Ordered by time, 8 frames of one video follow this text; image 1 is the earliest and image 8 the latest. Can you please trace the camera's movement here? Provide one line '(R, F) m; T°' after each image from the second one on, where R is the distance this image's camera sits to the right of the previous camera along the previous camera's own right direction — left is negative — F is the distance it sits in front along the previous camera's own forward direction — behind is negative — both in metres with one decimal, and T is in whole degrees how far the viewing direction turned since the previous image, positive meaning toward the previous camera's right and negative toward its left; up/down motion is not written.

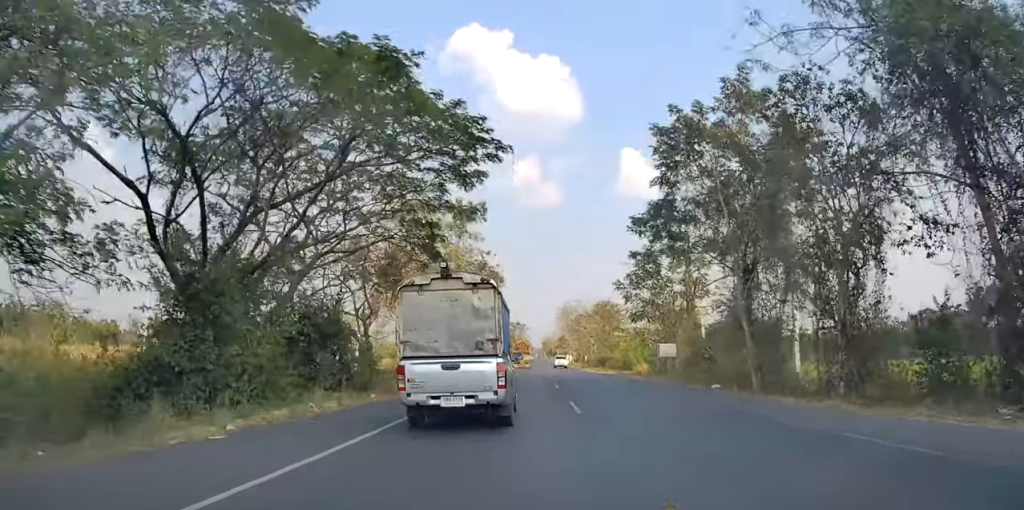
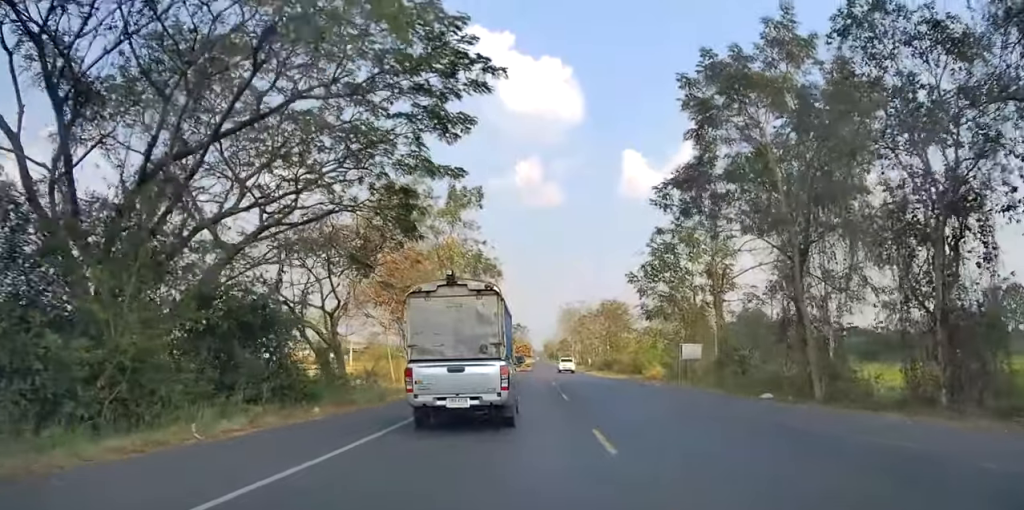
(0.0, +5.2) m; 0°
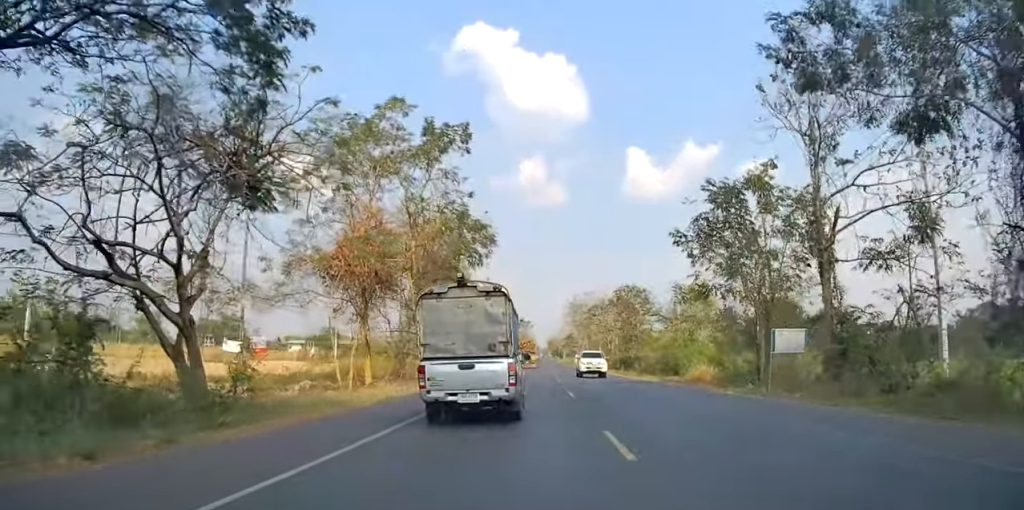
(0.0, +12.2) m; 0°
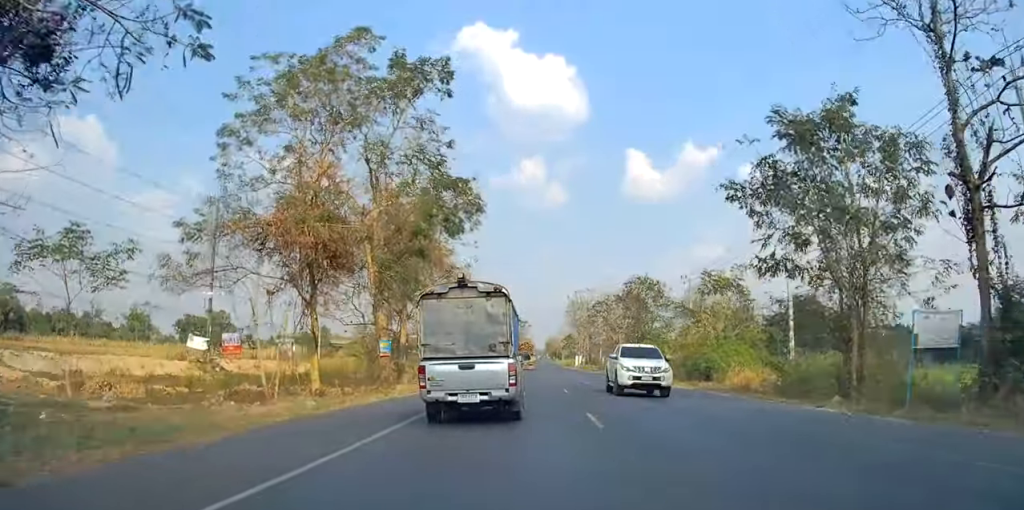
(0.0, +8.2) m; 0°
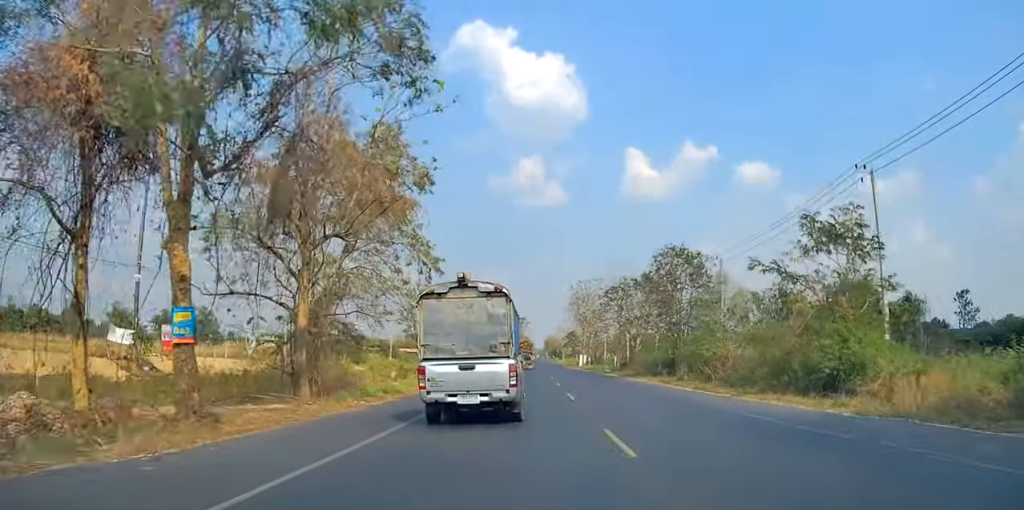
(0.0, +14.8) m; 0°
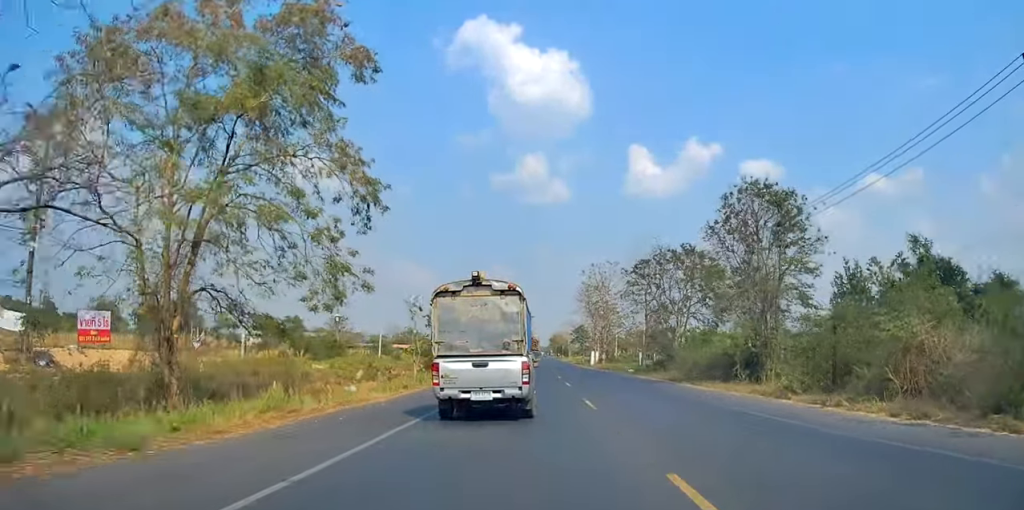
(+0.1, +16.8) m; 0°
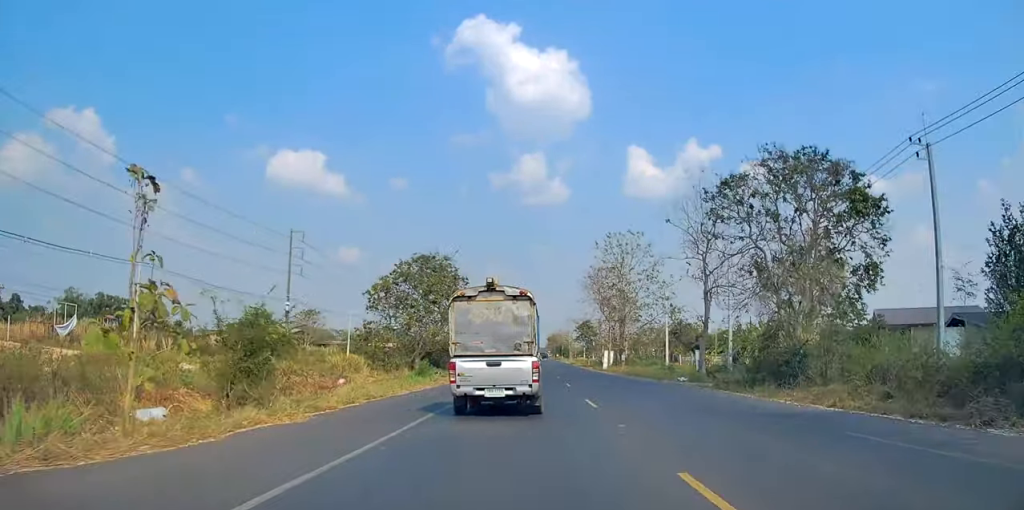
(+0.1, +24.1) m; 0°
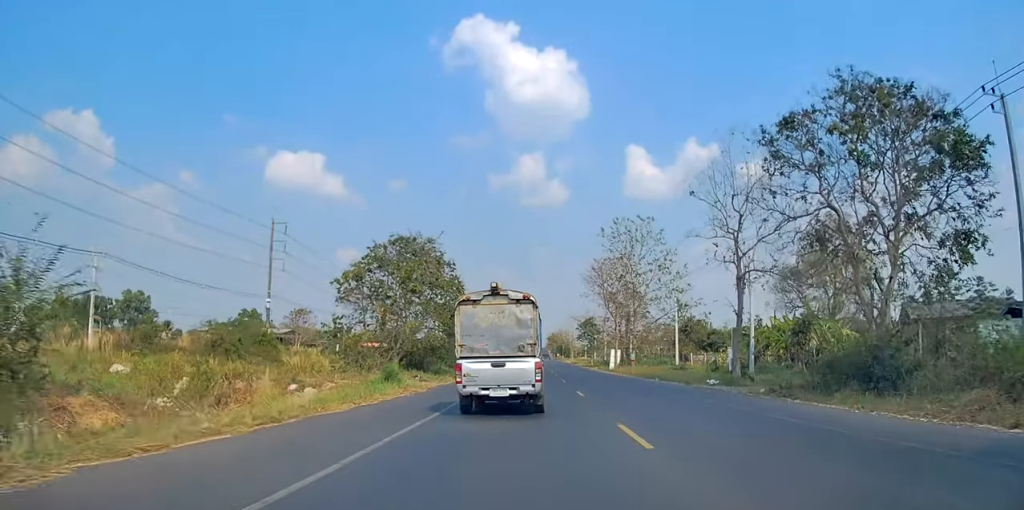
(0.0, +7.4) m; 0°
